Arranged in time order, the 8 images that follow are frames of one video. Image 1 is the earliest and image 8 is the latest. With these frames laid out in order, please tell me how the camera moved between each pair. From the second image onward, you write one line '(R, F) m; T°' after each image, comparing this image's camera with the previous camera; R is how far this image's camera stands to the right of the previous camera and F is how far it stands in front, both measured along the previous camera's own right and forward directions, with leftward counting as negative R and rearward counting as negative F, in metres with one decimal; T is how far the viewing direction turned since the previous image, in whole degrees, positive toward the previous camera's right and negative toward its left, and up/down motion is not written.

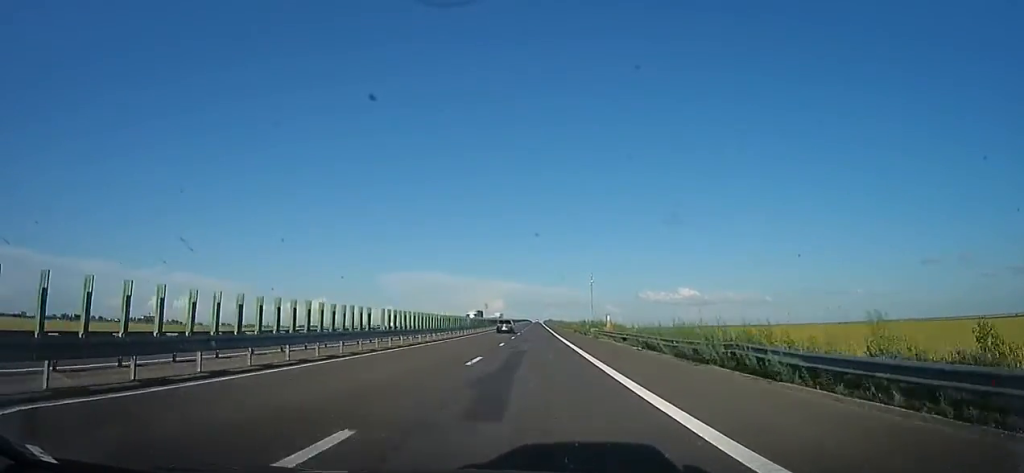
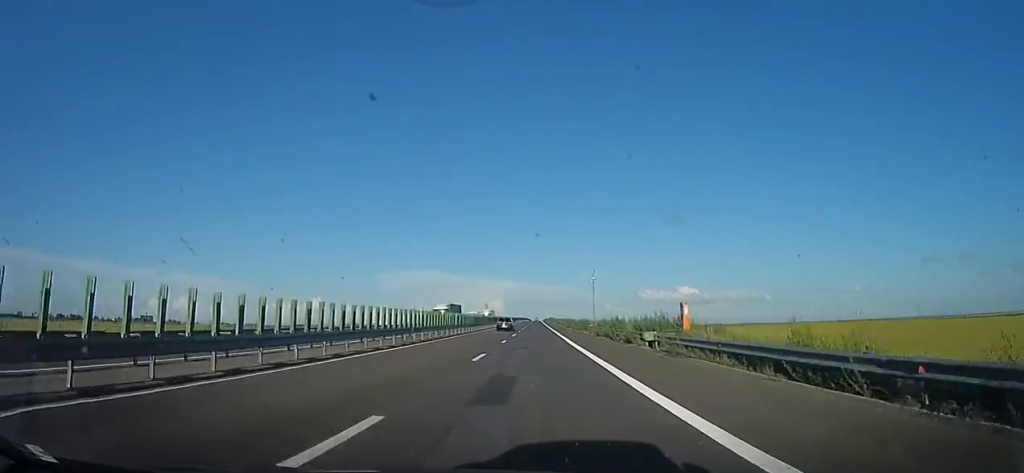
(-0.2, +23.6) m; 0°
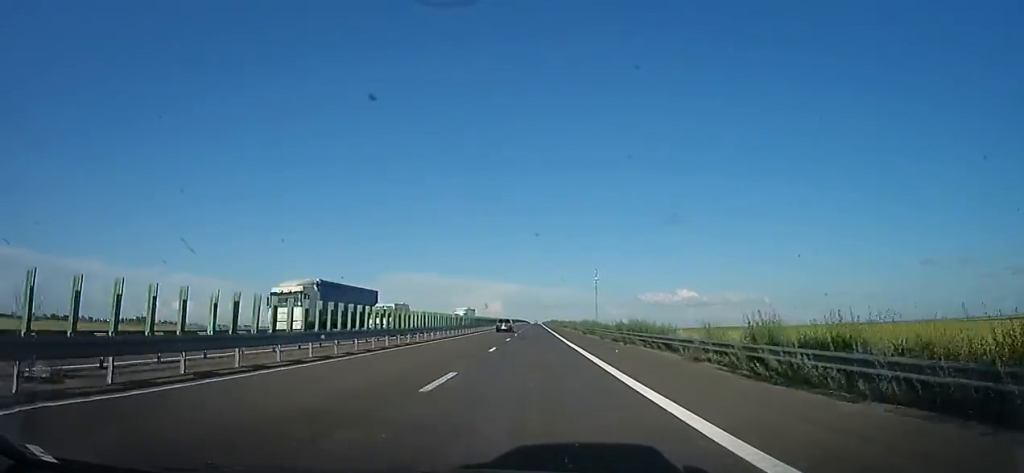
(-0.6, +31.3) m; 0°
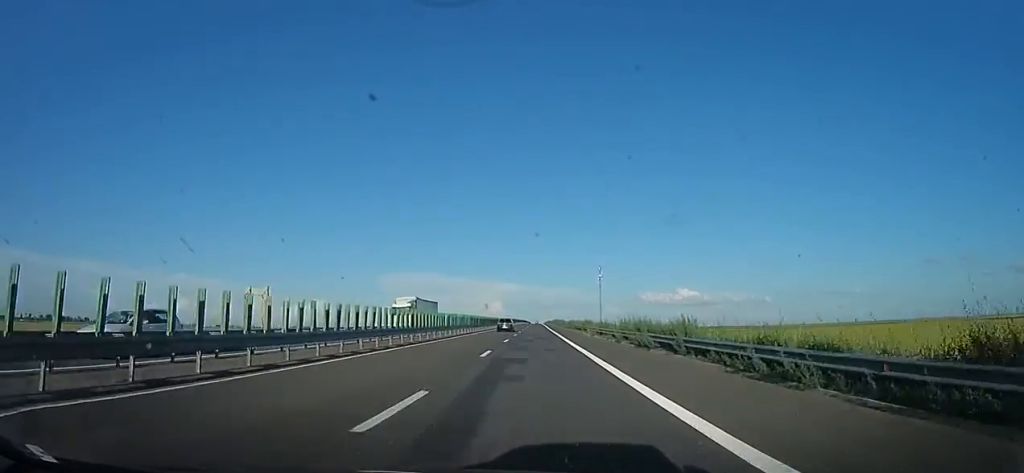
(+1.0, +27.6) m; 0°
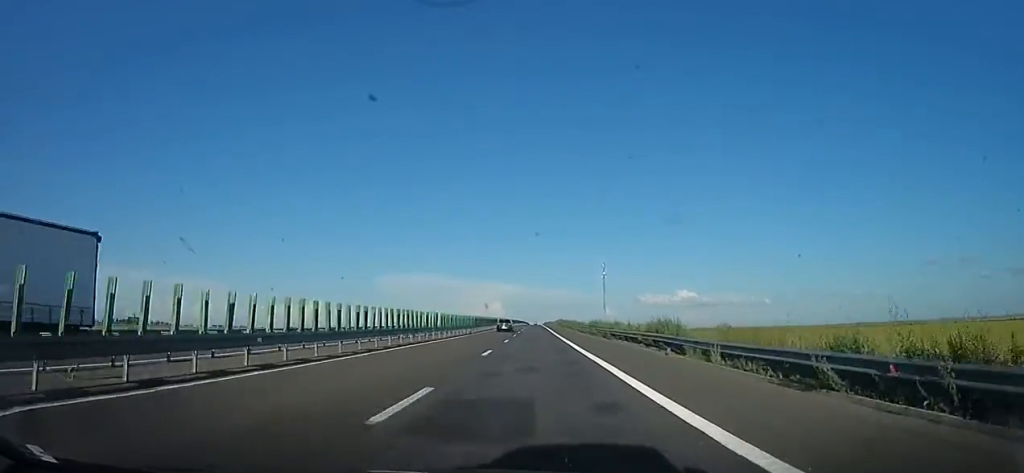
(-1.0, +36.0) m; 0°
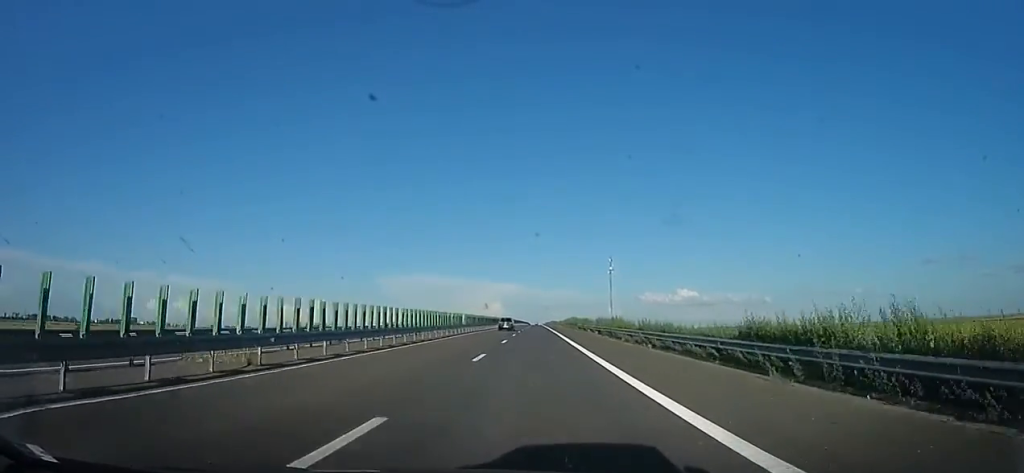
(+0.9, +39.4) m; -1°
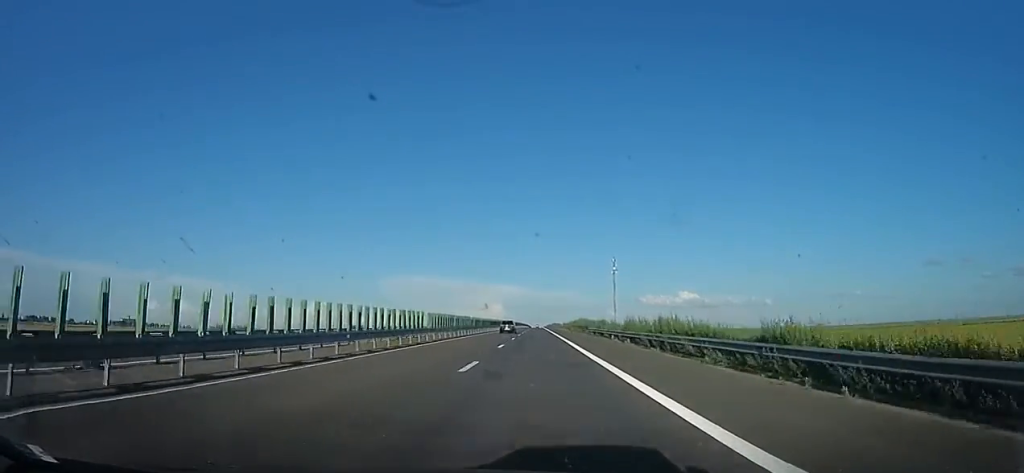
(-0.6, +15.1) m; -1°
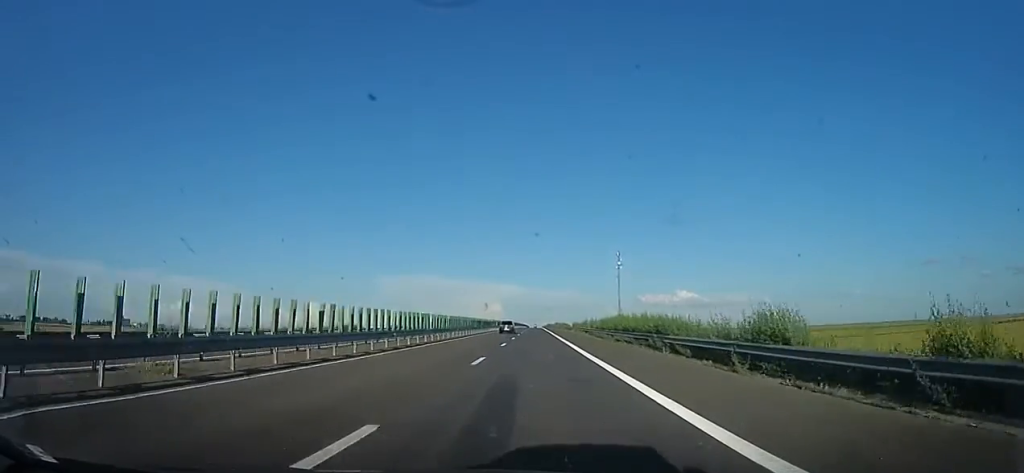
(-0.4, +34.1) m; +1°
